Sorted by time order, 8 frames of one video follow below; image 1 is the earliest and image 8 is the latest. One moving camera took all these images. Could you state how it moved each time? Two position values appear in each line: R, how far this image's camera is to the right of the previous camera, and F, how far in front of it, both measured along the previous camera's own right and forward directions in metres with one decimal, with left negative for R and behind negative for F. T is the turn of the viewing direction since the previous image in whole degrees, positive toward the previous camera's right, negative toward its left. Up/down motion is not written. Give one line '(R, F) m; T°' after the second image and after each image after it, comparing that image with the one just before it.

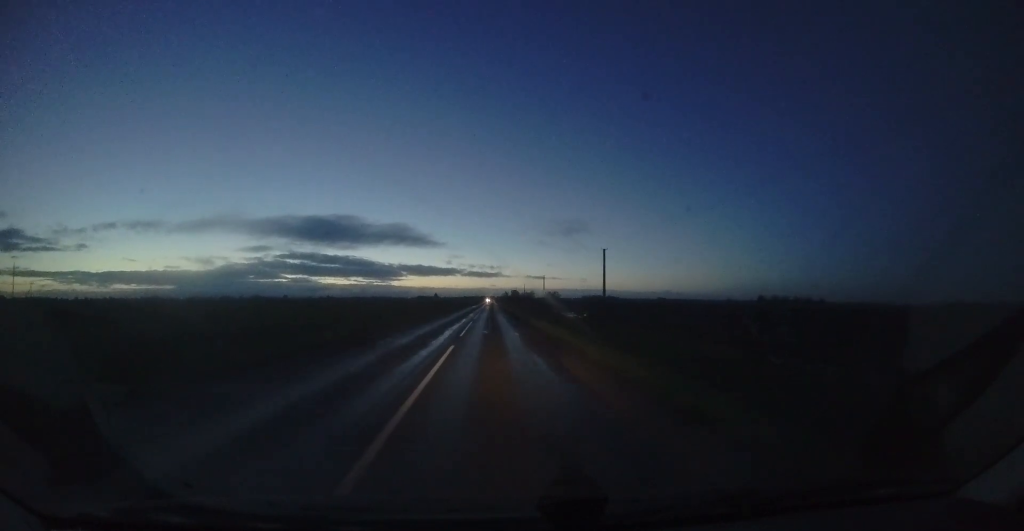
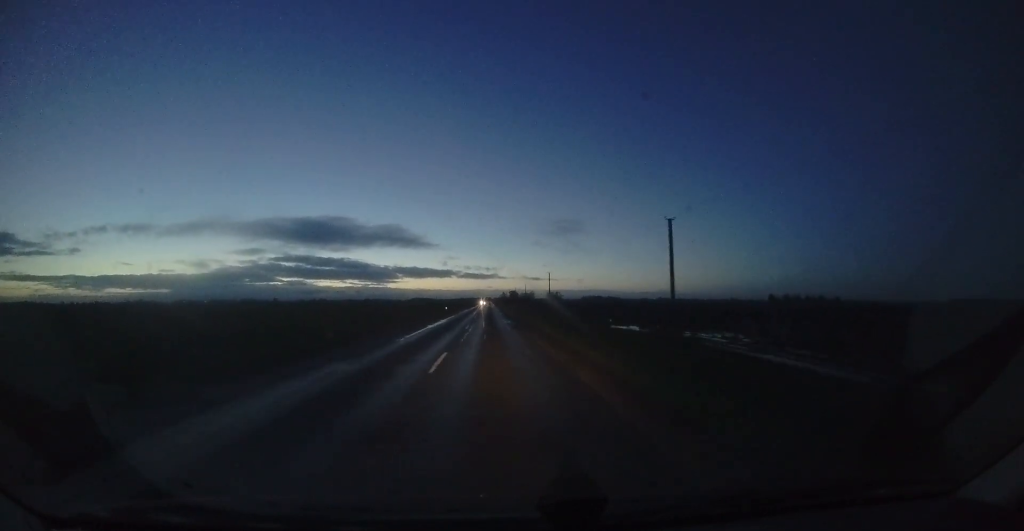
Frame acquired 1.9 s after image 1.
(-0.1, +48.7) m; -1°
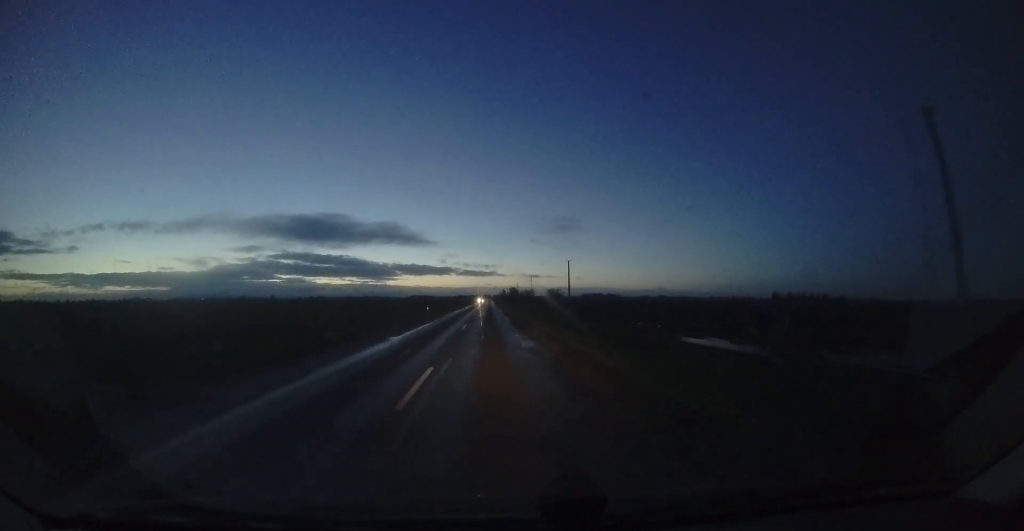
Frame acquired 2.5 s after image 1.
(-0.2, +14.4) m; 0°
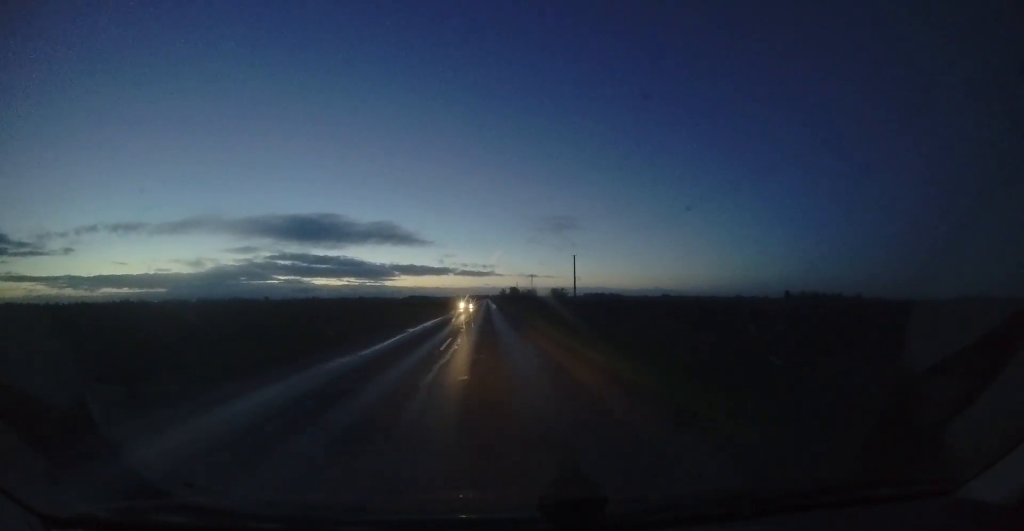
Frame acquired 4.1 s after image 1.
(+0.7, +42.1) m; +1°
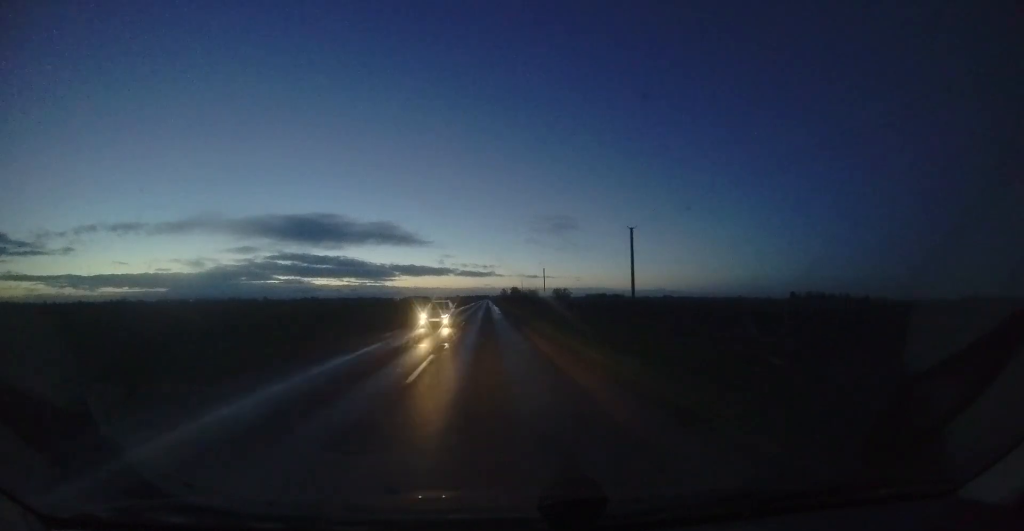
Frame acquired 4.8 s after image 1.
(0.0, +16.0) m; 0°
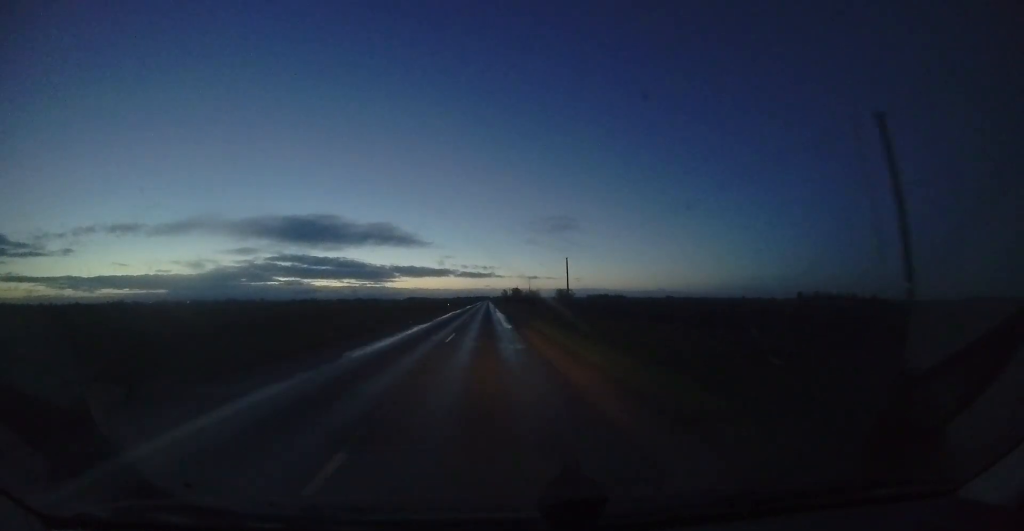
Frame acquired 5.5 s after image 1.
(0.0, +17.7) m; 0°
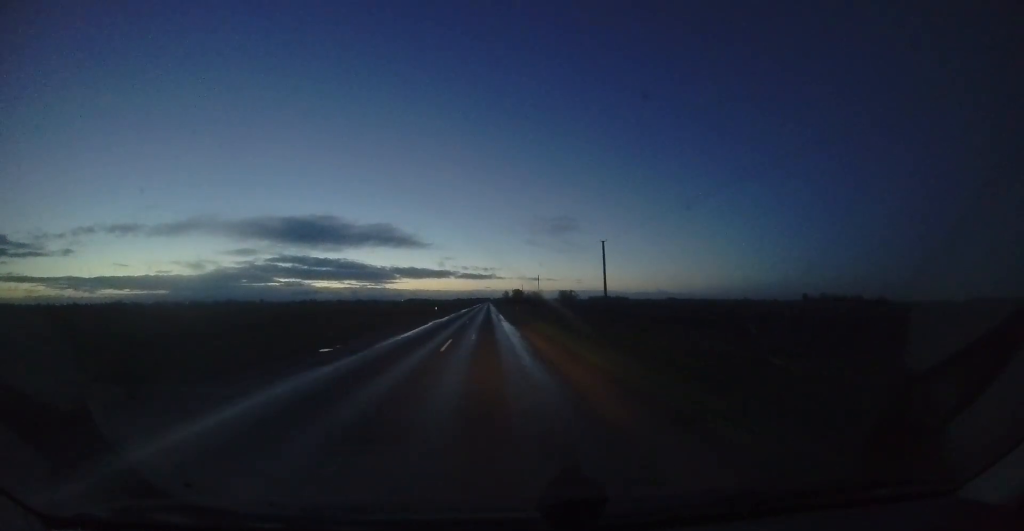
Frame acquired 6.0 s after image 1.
(0.0, +13.5) m; 0°
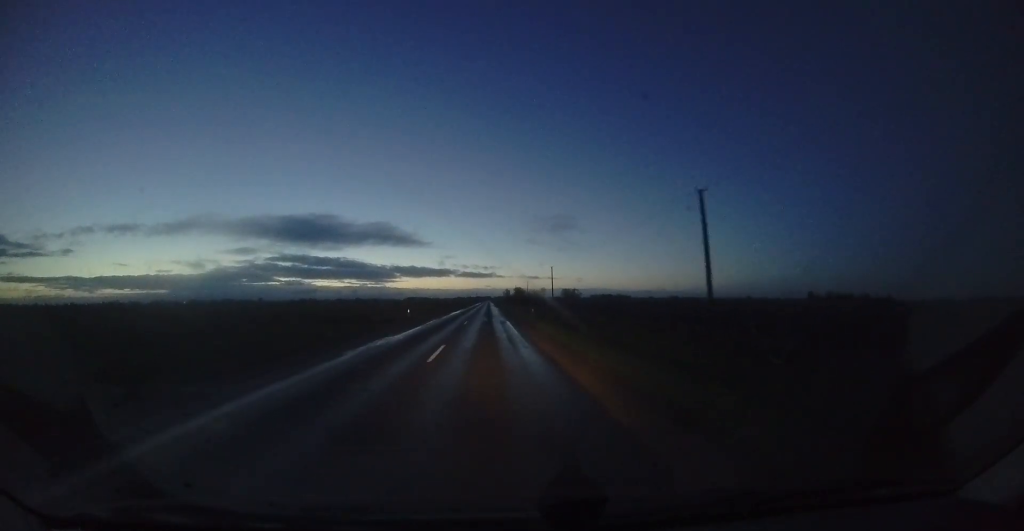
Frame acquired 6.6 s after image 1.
(+0.1, +14.4) m; -1°
